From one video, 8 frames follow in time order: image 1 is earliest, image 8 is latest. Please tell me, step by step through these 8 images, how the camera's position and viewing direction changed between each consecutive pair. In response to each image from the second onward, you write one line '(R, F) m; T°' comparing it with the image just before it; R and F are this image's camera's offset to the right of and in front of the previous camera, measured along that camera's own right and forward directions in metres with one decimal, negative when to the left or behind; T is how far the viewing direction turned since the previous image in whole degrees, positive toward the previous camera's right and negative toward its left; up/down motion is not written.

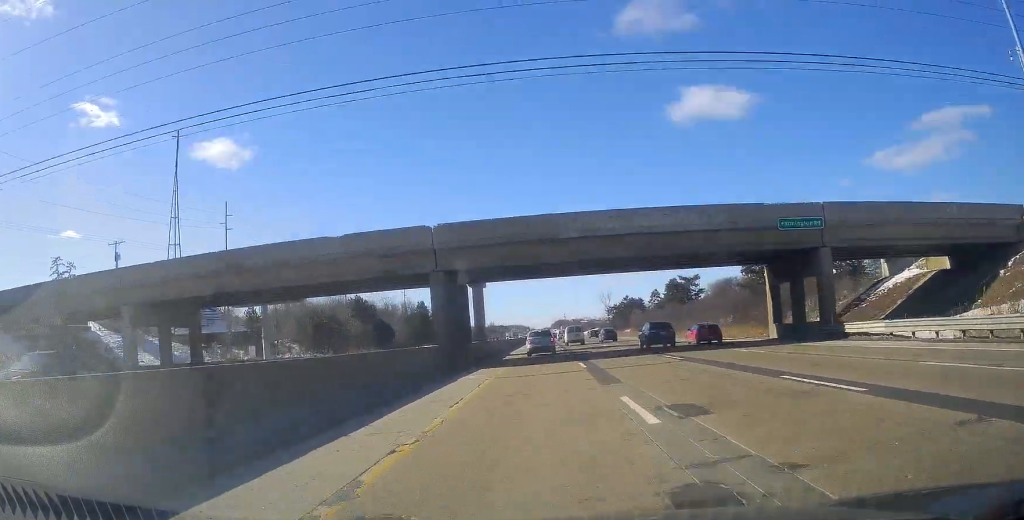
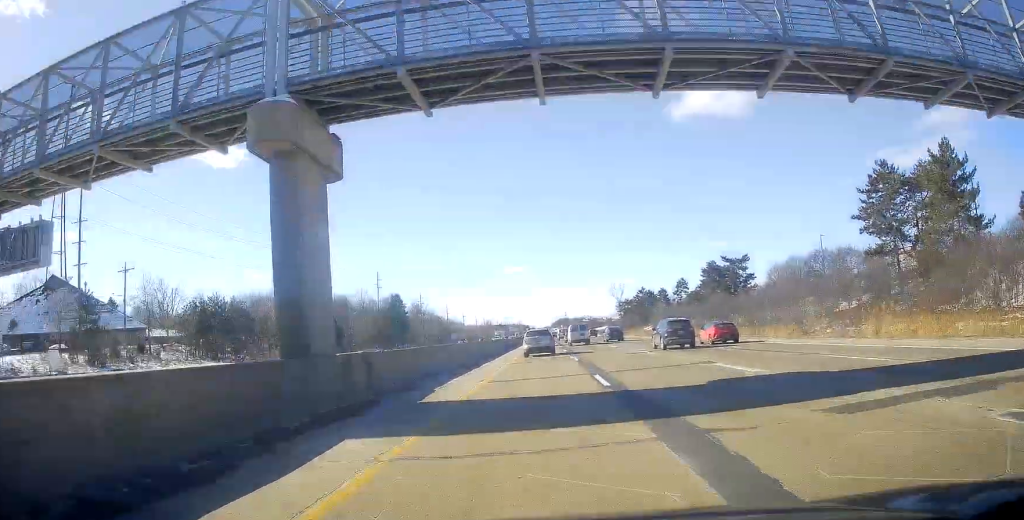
(-0.2, +39.5) m; -1°
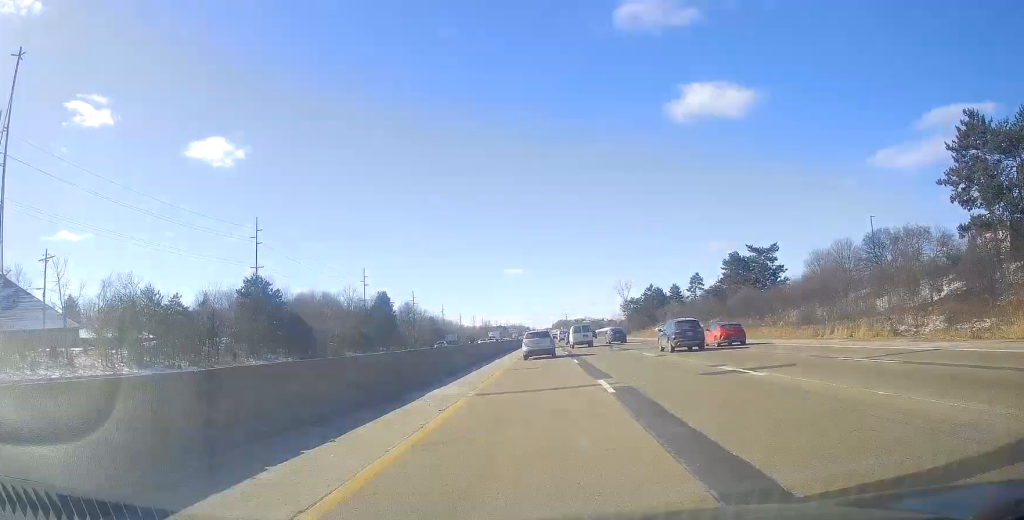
(-0.5, +15.9) m; 0°
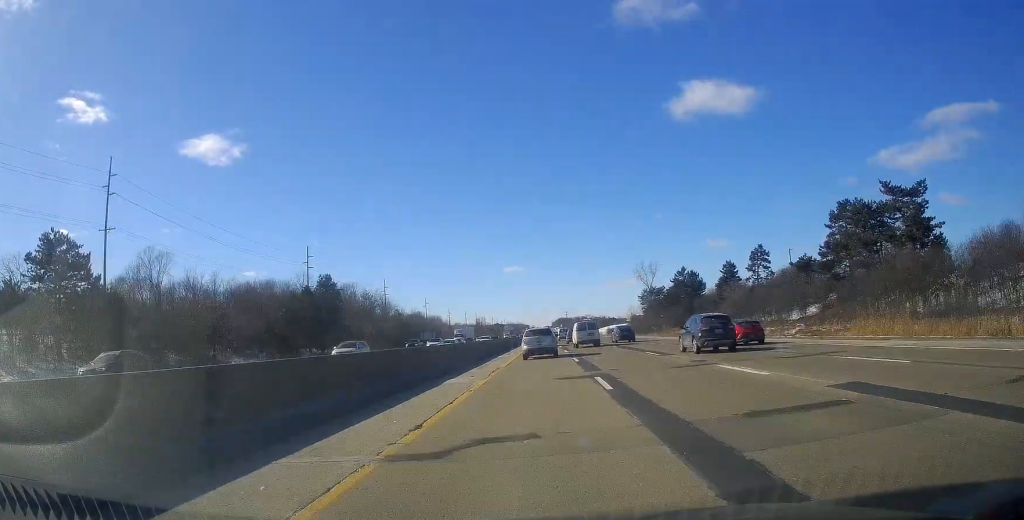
(+1.1, +45.6) m; +2°
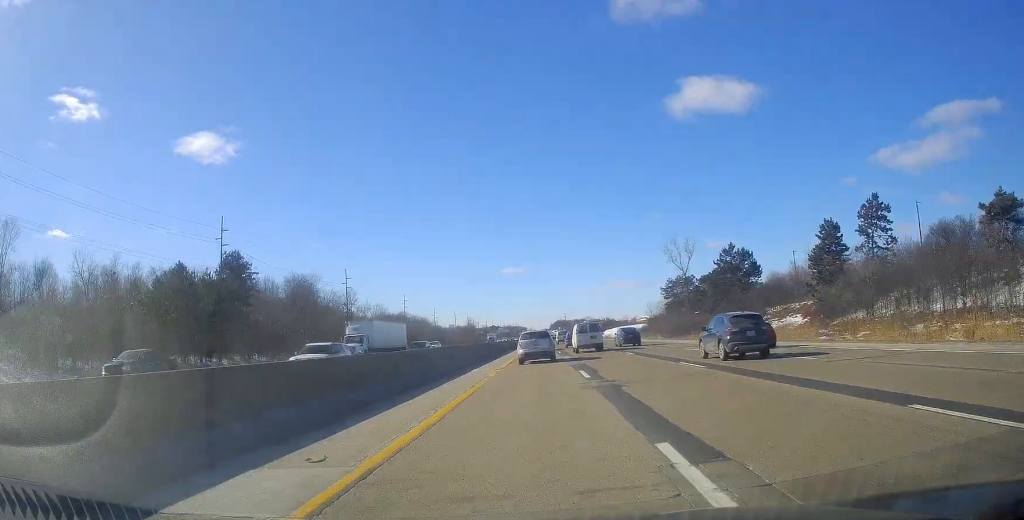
(-0.3, +40.3) m; -1°
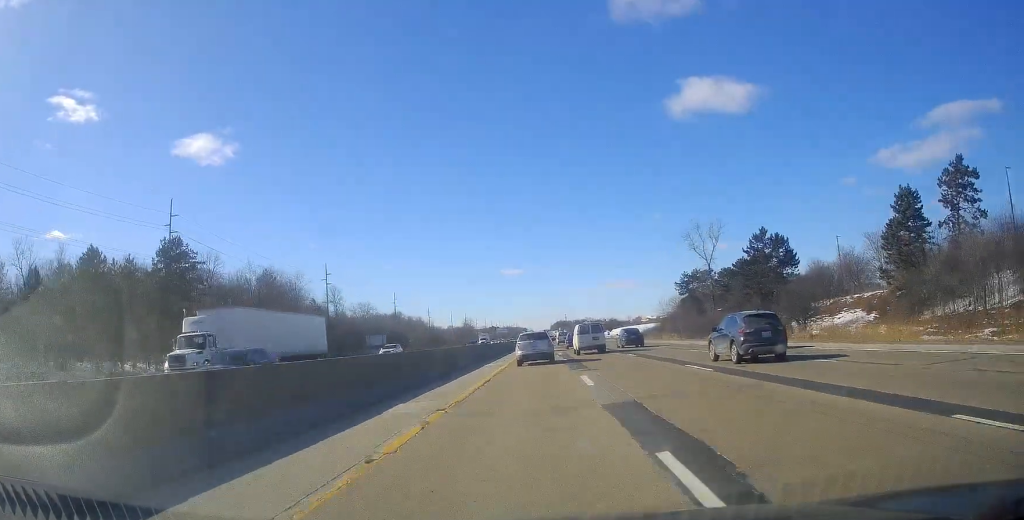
(-0.3, +16.6) m; 0°
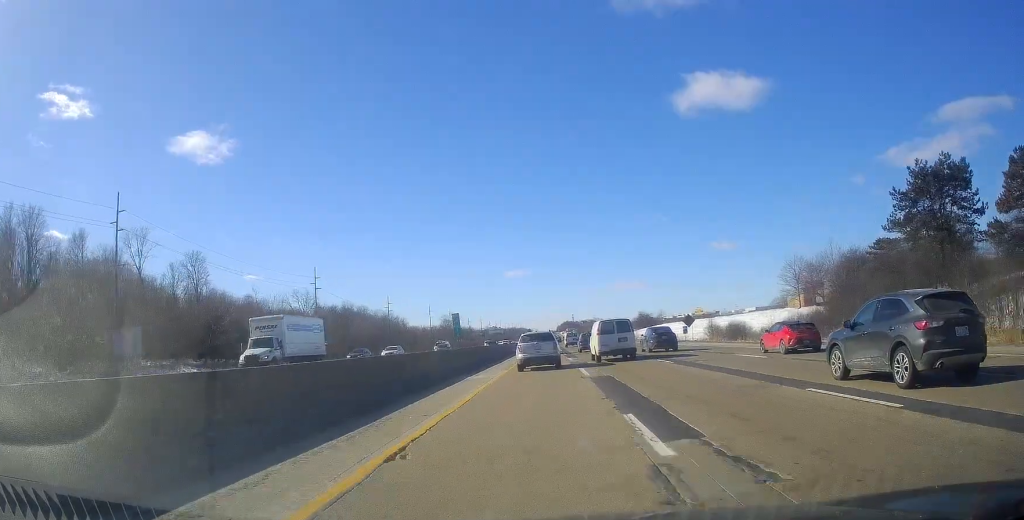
(+0.1, +86.7) m; 0°
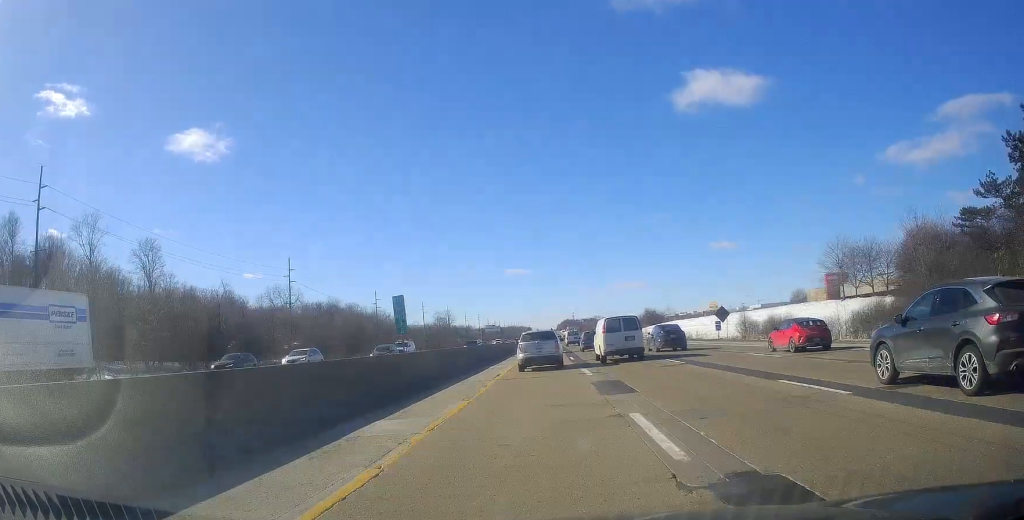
(+0.2, +15.5) m; 0°
